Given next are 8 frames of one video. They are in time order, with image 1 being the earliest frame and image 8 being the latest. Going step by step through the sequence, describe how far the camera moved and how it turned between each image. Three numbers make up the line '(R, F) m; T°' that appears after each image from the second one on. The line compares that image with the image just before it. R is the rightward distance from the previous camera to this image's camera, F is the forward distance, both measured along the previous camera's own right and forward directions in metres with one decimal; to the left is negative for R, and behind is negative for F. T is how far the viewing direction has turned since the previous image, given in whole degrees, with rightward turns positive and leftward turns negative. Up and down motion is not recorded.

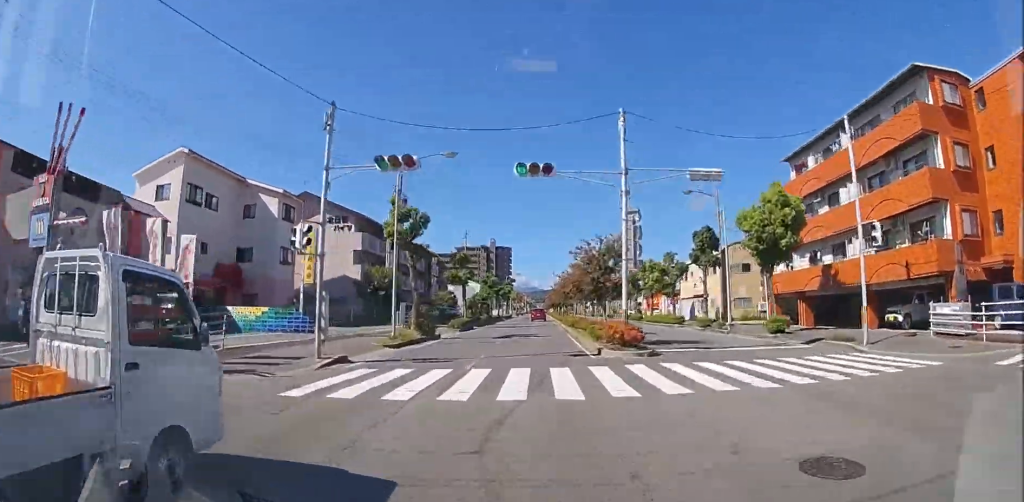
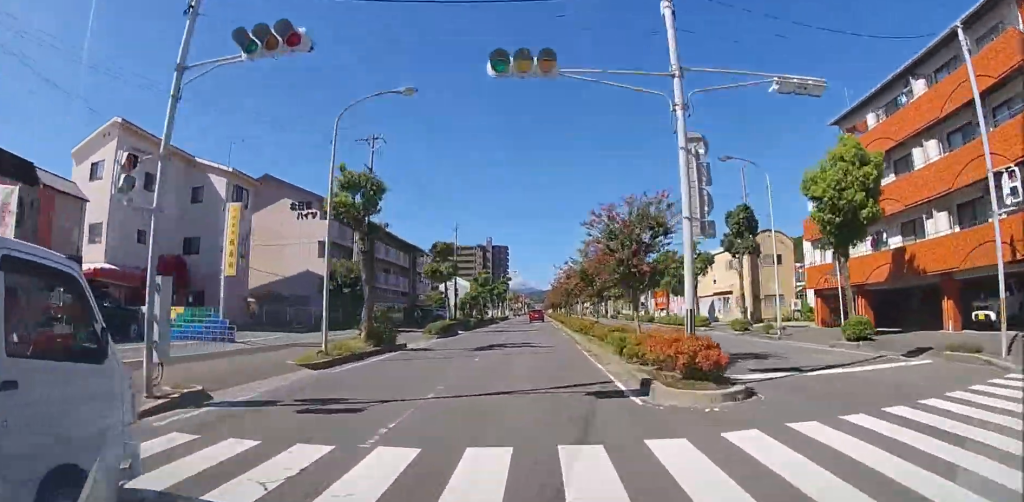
(0.0, +6.8) m; 0°
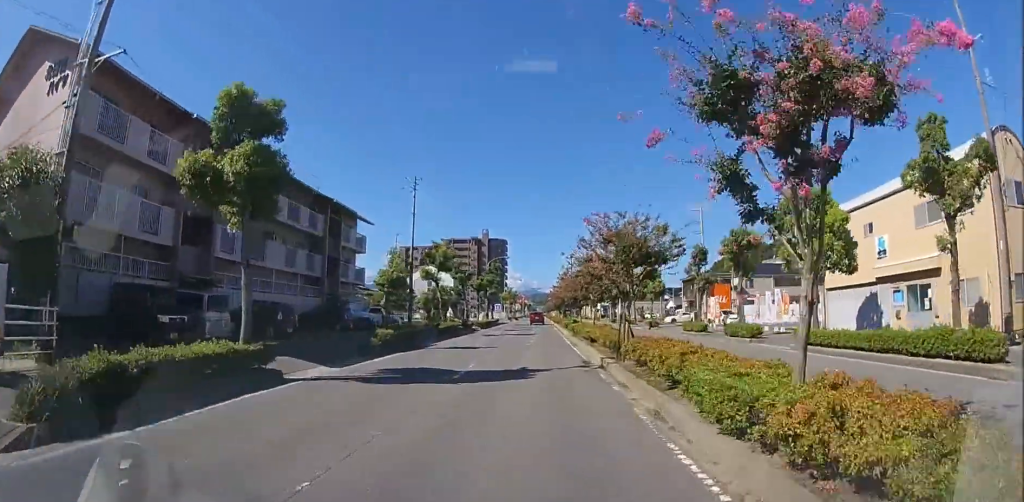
(0.0, +23.4) m; 0°
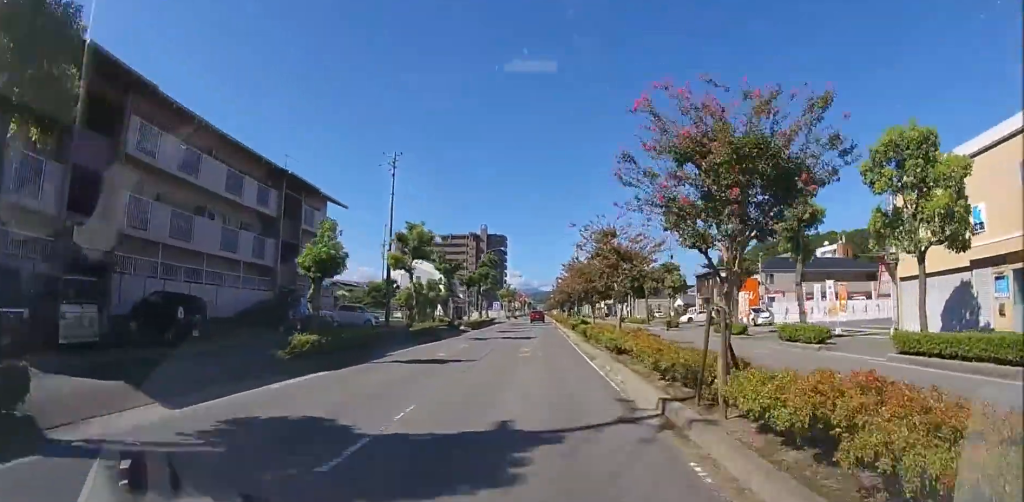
(0.0, +6.4) m; 0°
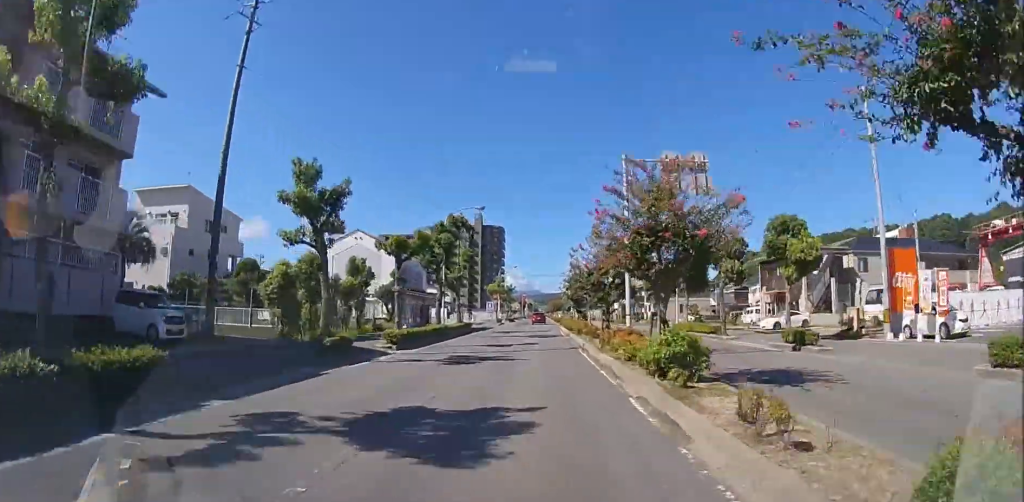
(0.0, +20.6) m; 0°
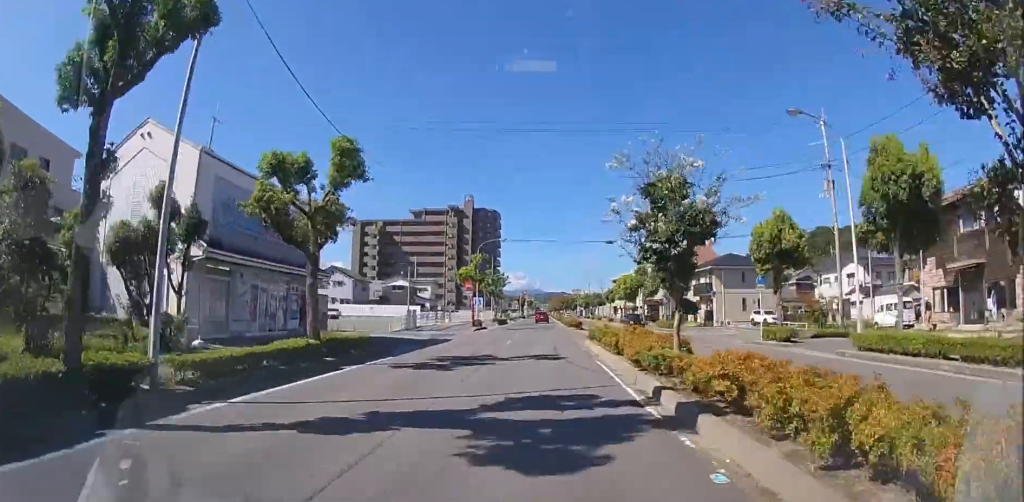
(0.0, +24.2) m; 0°
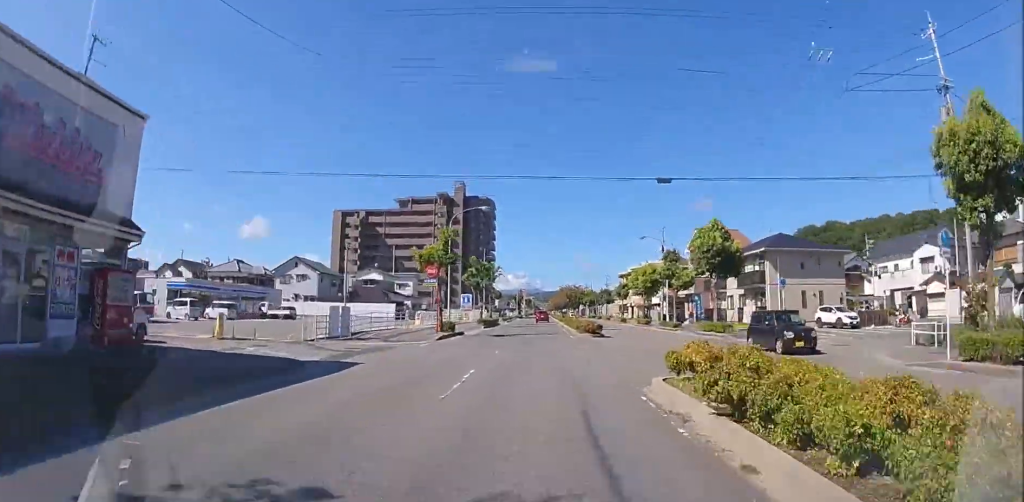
(0.0, +12.9) m; 0°
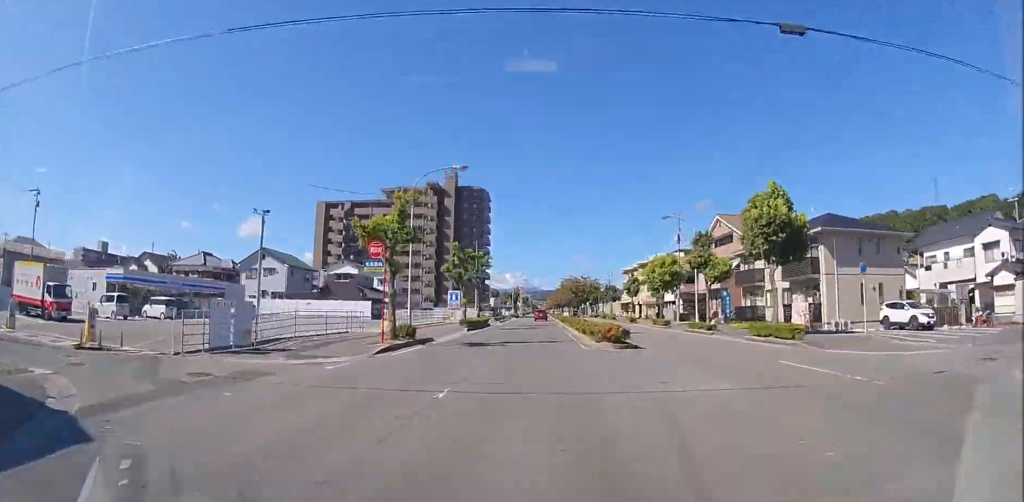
(0.0, +9.0) m; 0°
